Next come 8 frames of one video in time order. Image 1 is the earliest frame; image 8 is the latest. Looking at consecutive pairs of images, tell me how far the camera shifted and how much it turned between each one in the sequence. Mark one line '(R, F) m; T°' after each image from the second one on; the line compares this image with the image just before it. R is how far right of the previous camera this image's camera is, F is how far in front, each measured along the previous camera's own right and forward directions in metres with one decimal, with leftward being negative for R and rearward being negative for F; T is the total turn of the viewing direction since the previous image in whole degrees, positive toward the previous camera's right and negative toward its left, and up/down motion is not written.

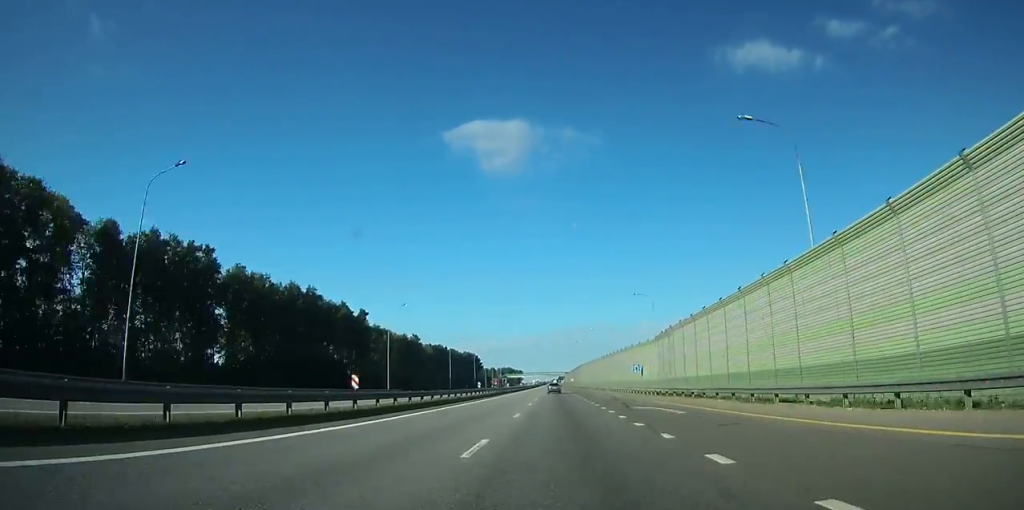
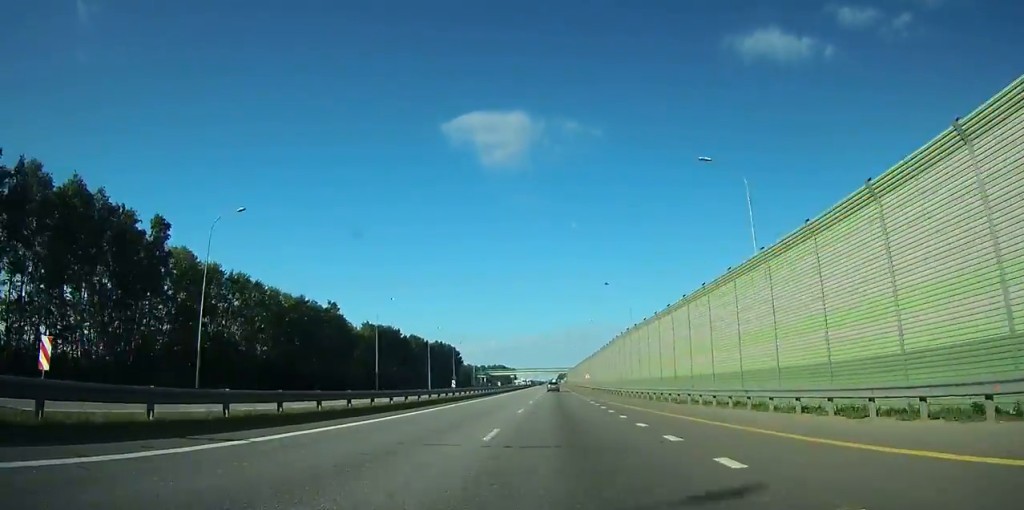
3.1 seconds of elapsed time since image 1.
(0.0, +90.1) m; 0°
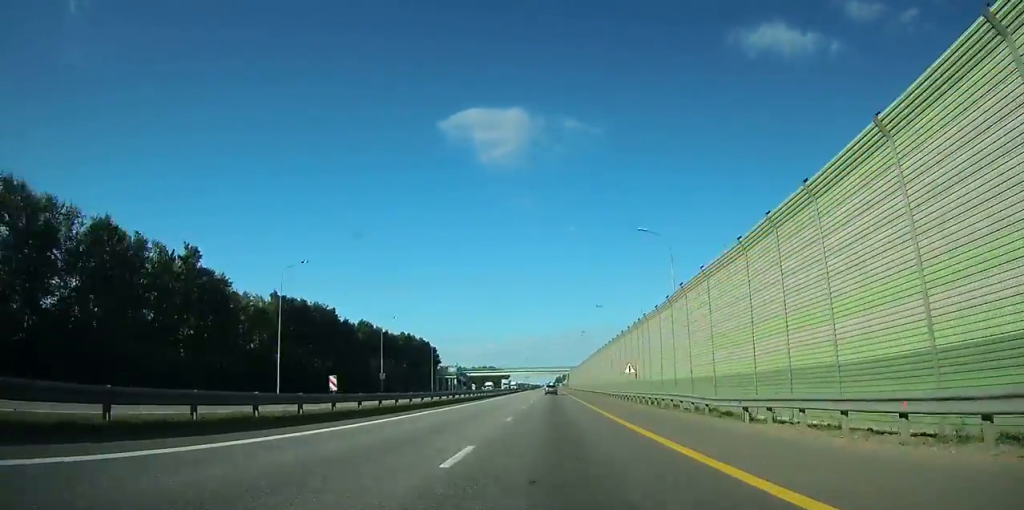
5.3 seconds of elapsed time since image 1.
(0.0, +65.5) m; 0°
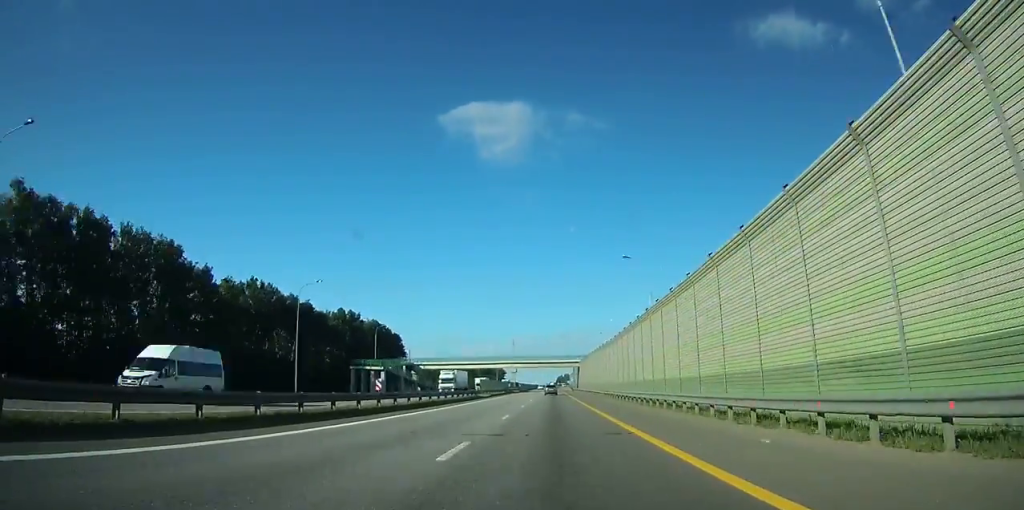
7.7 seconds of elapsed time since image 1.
(+0.1, +76.0) m; 0°
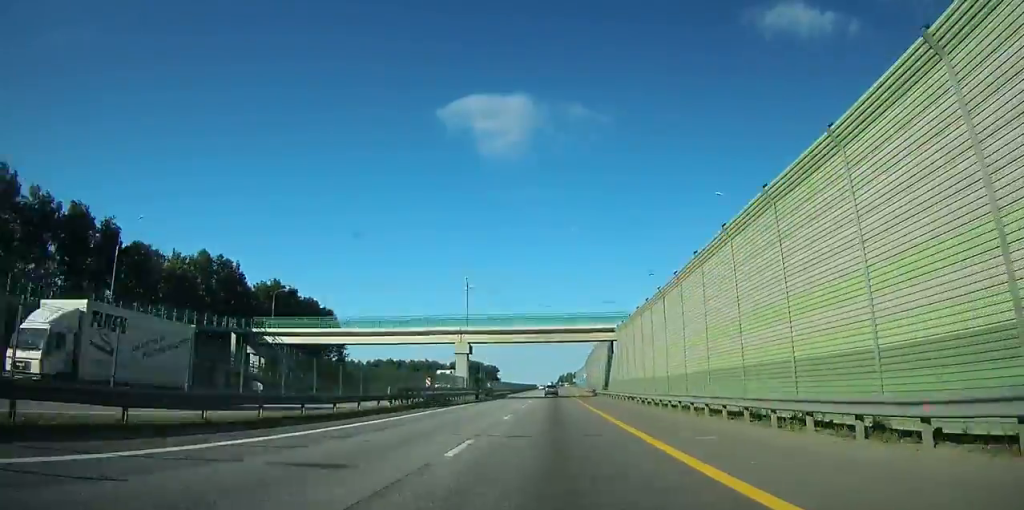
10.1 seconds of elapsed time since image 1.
(-0.1, +73.7) m; 0°
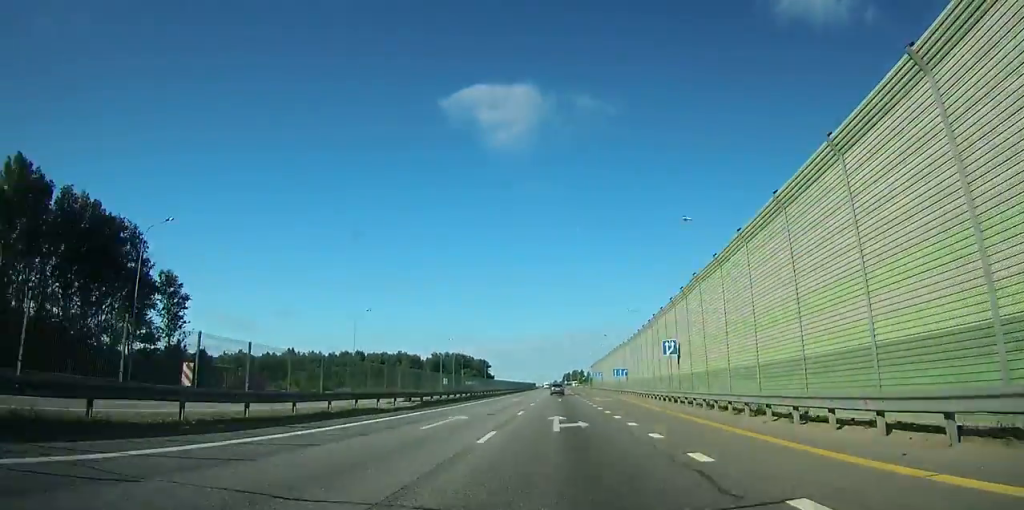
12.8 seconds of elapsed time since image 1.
(-0.1, +80.5) m; 0°
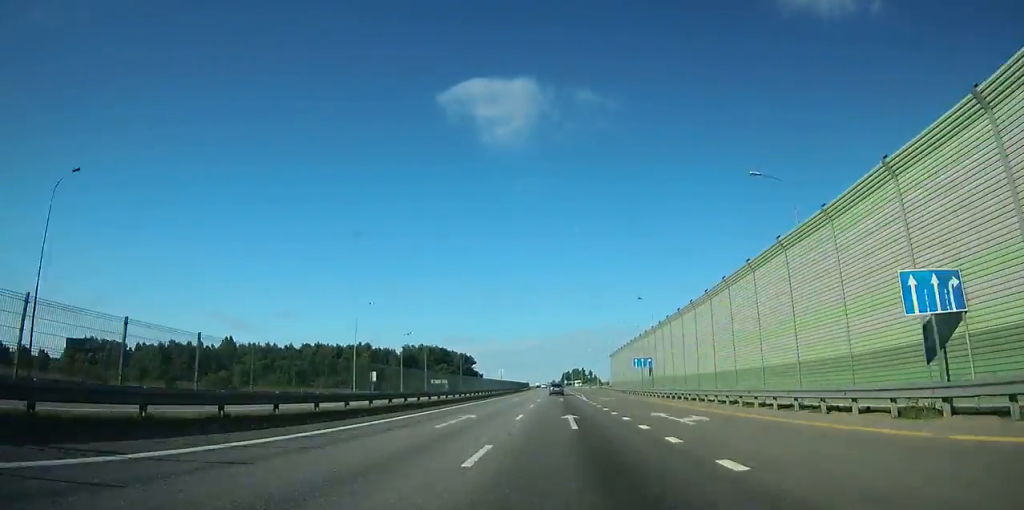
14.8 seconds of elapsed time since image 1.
(0.0, +58.1) m; 0°
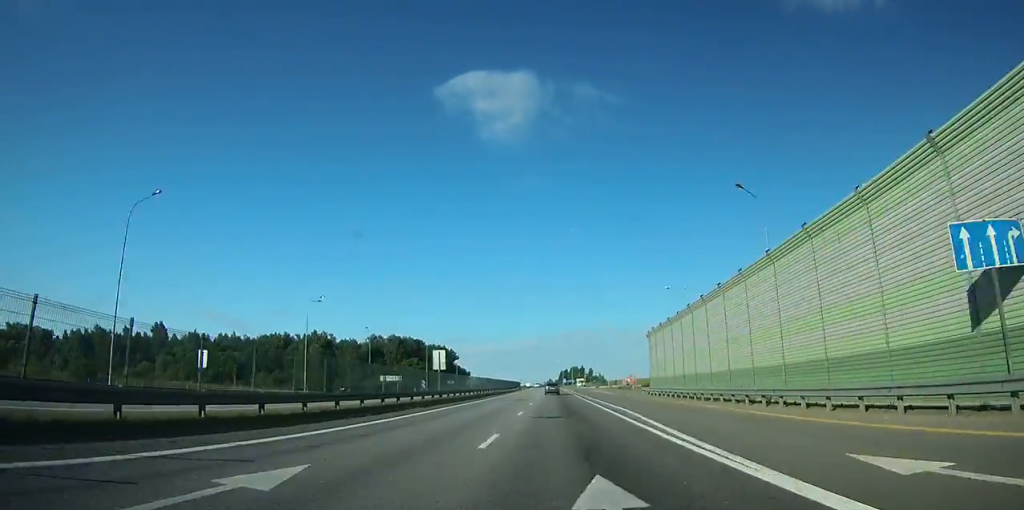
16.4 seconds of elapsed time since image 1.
(+0.1, +46.4) m; 0°
